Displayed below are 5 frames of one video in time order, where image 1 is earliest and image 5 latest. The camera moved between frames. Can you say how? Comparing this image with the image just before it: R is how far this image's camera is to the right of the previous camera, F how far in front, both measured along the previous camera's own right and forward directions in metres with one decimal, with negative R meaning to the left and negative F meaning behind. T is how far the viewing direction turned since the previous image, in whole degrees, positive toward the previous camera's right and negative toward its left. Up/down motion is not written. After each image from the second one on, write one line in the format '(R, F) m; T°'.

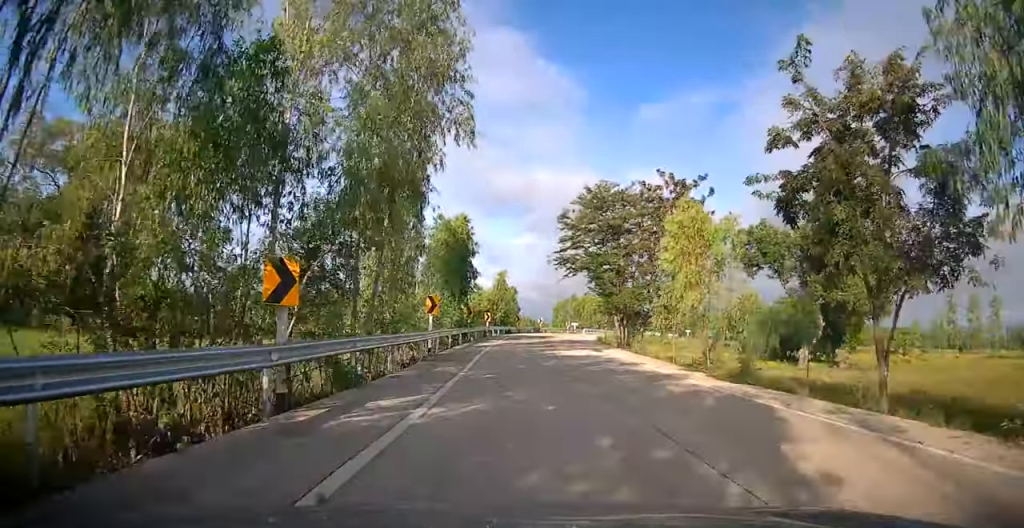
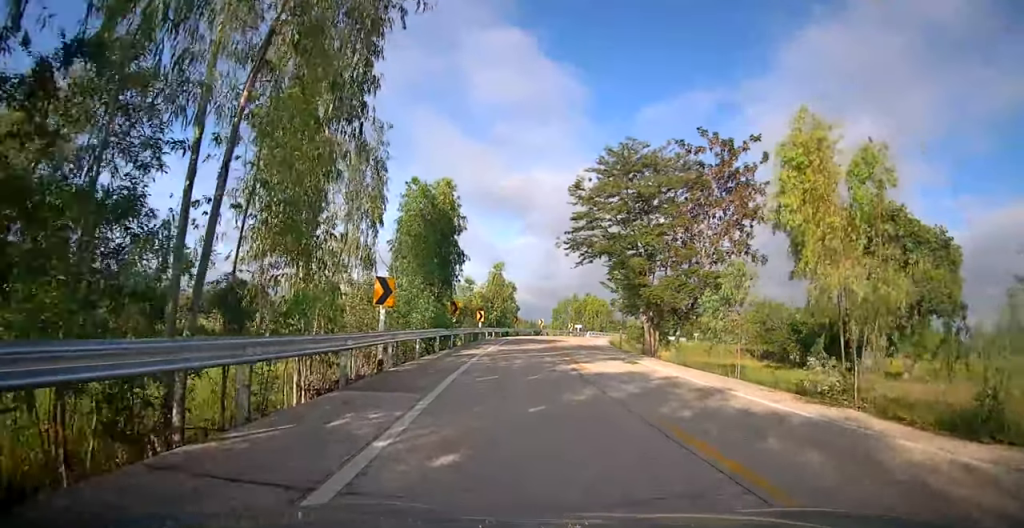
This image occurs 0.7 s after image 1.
(+0.1, +9.0) m; +1°
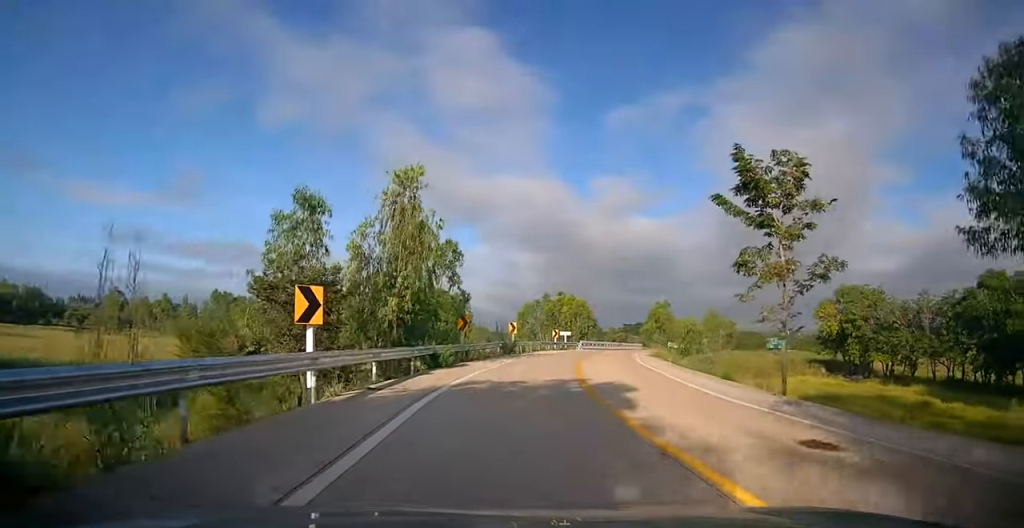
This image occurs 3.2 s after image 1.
(+0.4, +32.9) m; +3°
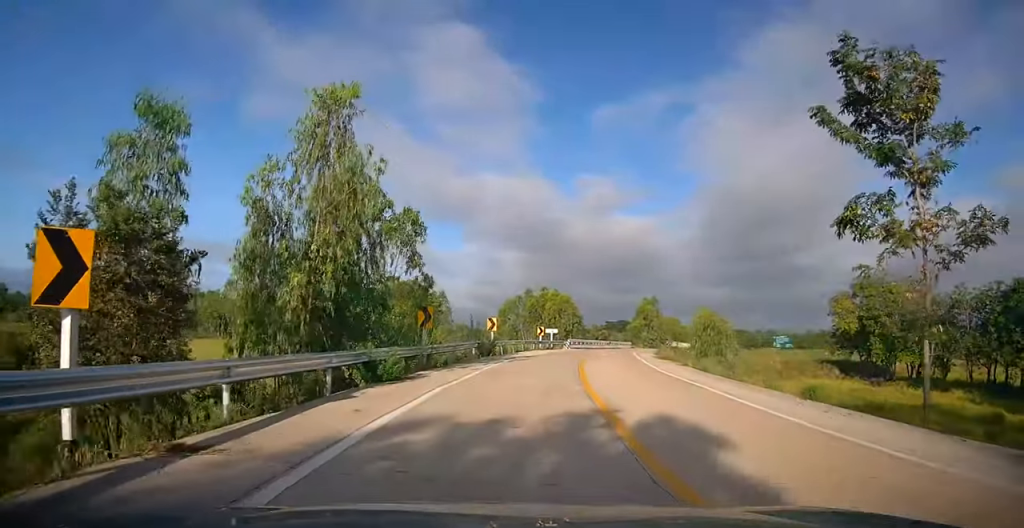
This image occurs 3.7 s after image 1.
(+0.2, +6.7) m; +1°
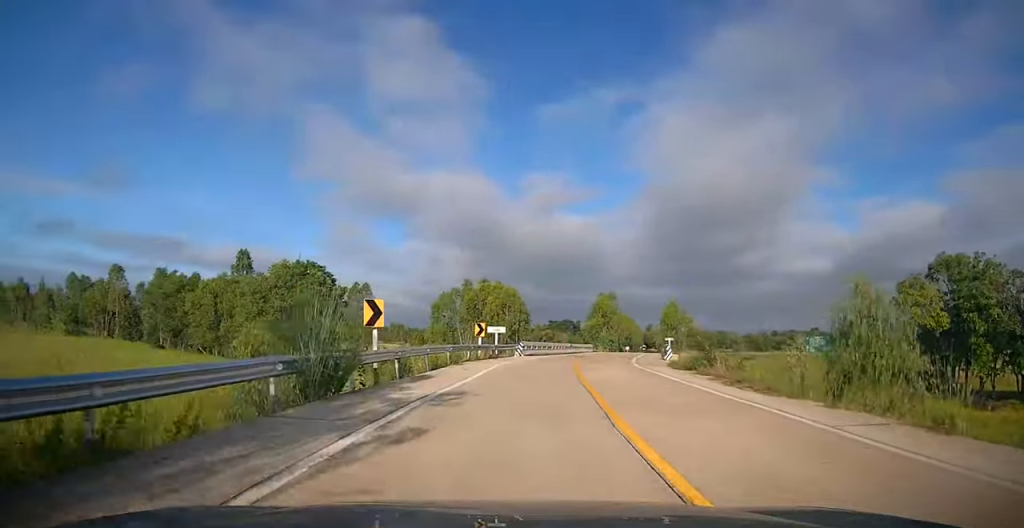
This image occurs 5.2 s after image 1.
(+0.7, +18.5) m; +6°
